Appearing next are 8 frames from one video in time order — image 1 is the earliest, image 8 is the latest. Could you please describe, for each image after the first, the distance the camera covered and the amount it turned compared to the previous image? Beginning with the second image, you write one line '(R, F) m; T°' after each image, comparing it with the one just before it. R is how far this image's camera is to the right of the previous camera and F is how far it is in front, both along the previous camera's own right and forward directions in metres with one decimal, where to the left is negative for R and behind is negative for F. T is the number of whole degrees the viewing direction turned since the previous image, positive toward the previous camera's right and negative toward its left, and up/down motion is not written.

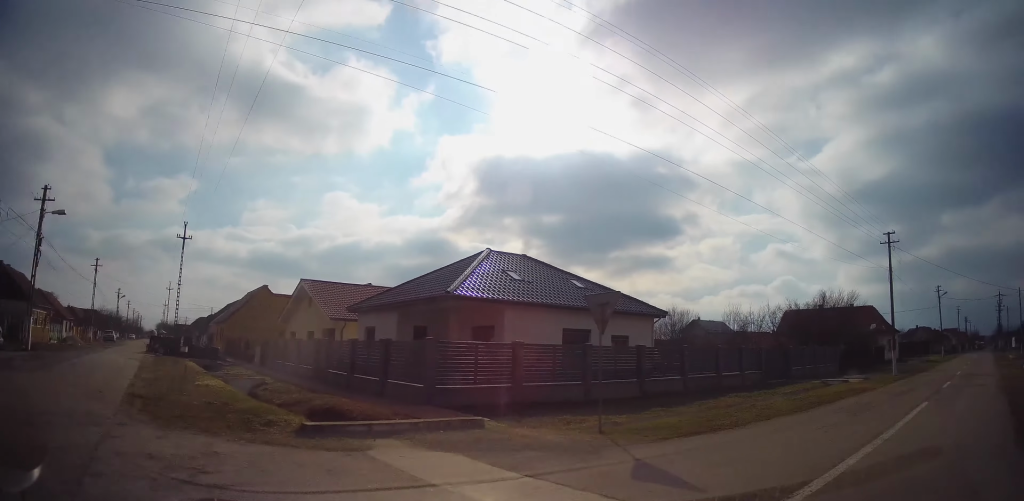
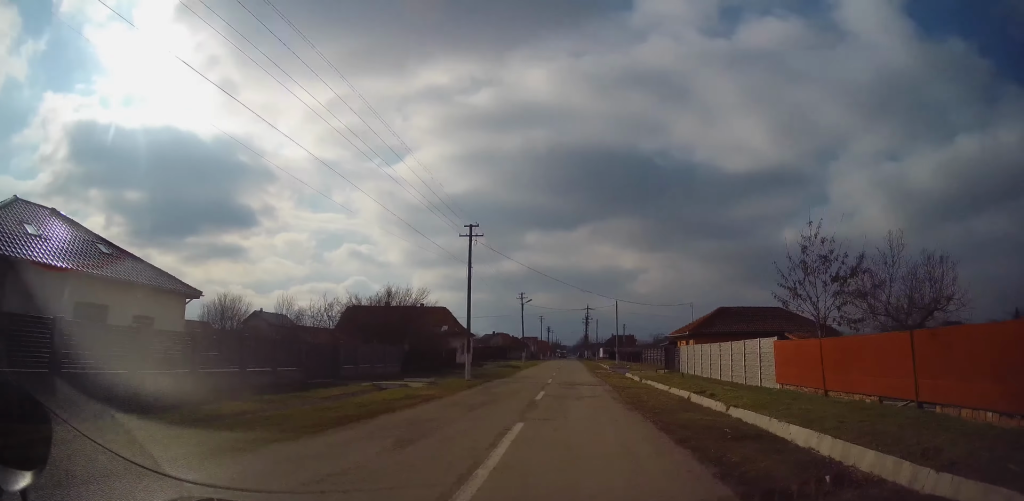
(+2.6, +4.7) m; +42°
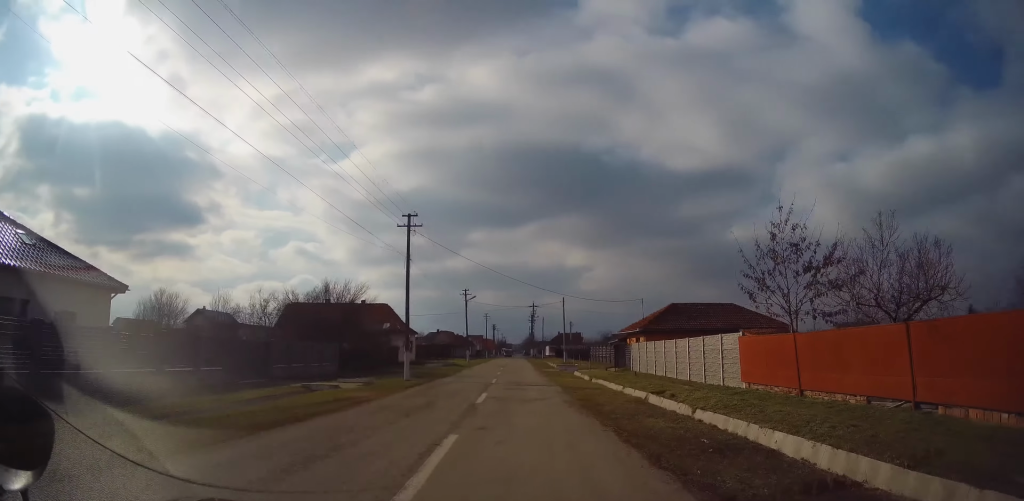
(+0.2, +2.0) m; +4°
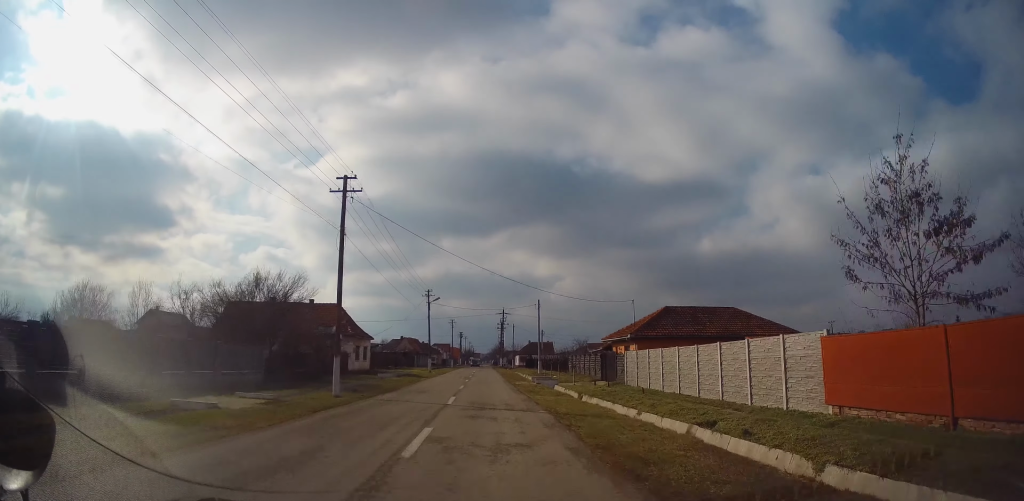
(-0.3, +7.0) m; -4°
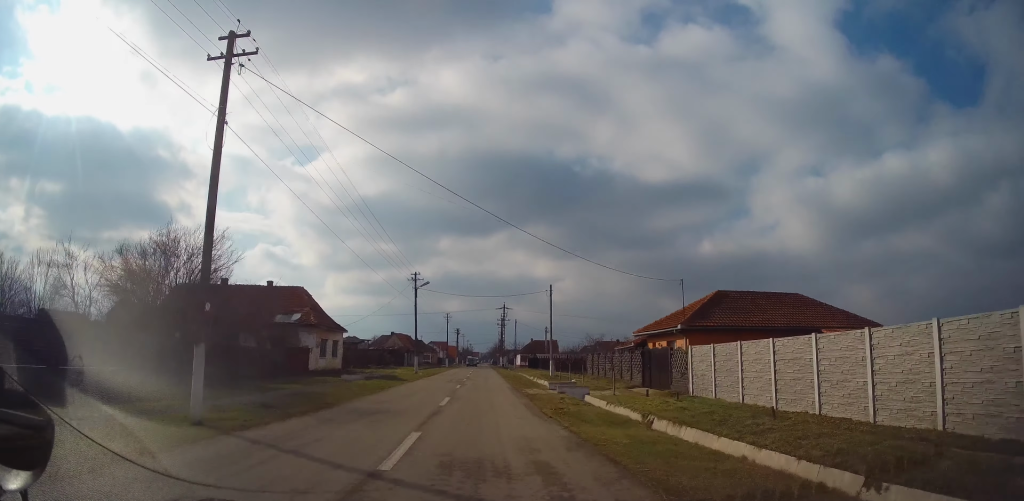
(+0.2, +8.7) m; +1°
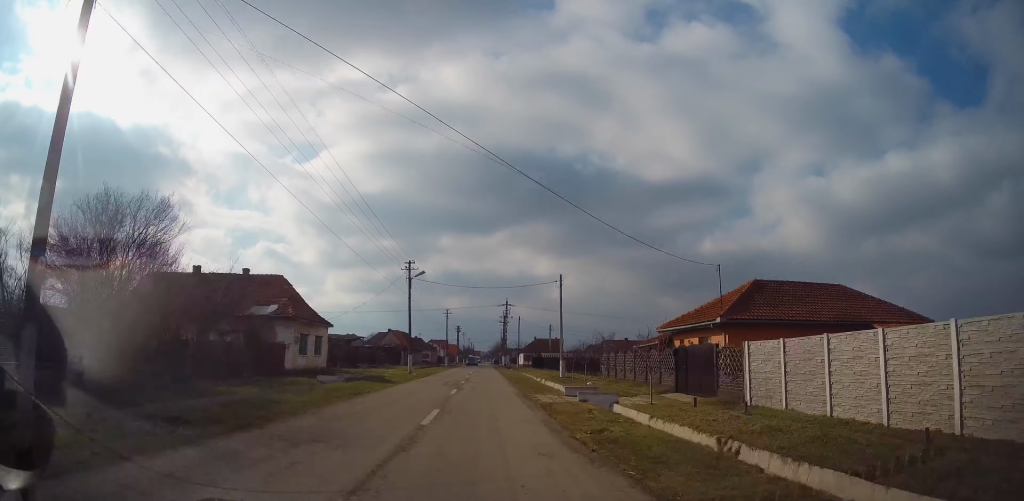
(+0.1, +4.1) m; 0°
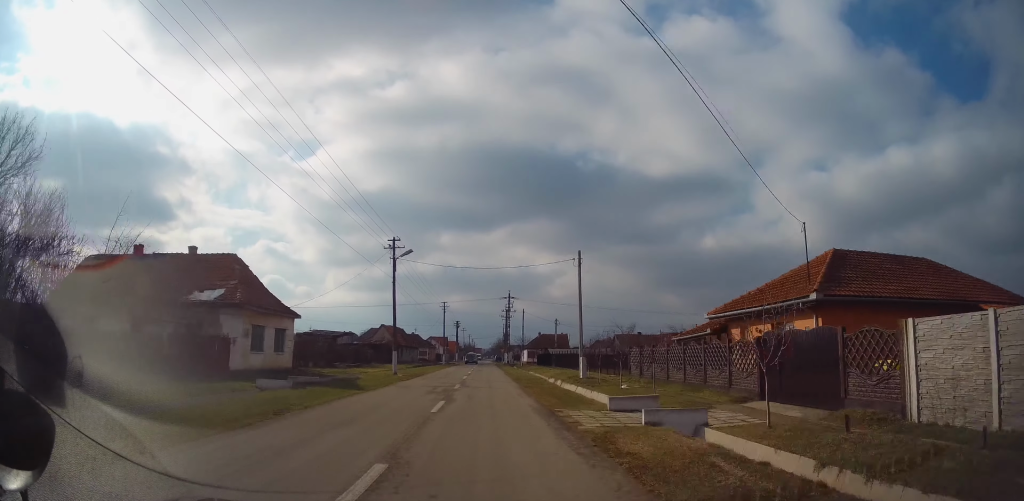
(-0.4, +6.9) m; 0°
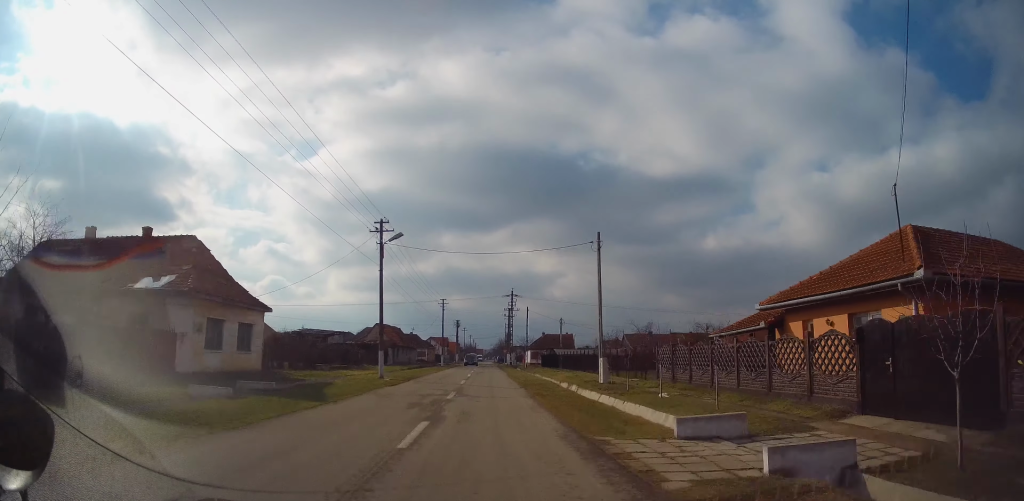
(+0.3, +4.6) m; 0°
